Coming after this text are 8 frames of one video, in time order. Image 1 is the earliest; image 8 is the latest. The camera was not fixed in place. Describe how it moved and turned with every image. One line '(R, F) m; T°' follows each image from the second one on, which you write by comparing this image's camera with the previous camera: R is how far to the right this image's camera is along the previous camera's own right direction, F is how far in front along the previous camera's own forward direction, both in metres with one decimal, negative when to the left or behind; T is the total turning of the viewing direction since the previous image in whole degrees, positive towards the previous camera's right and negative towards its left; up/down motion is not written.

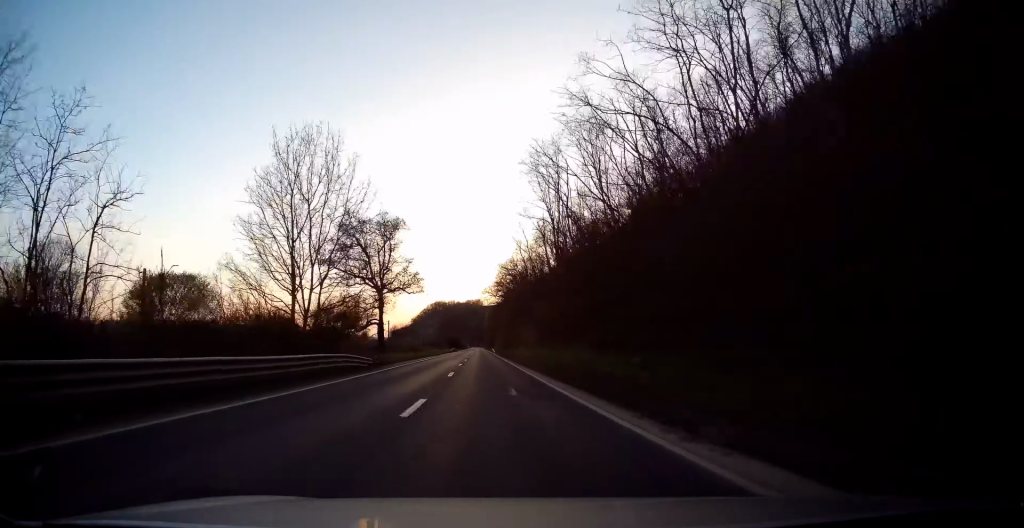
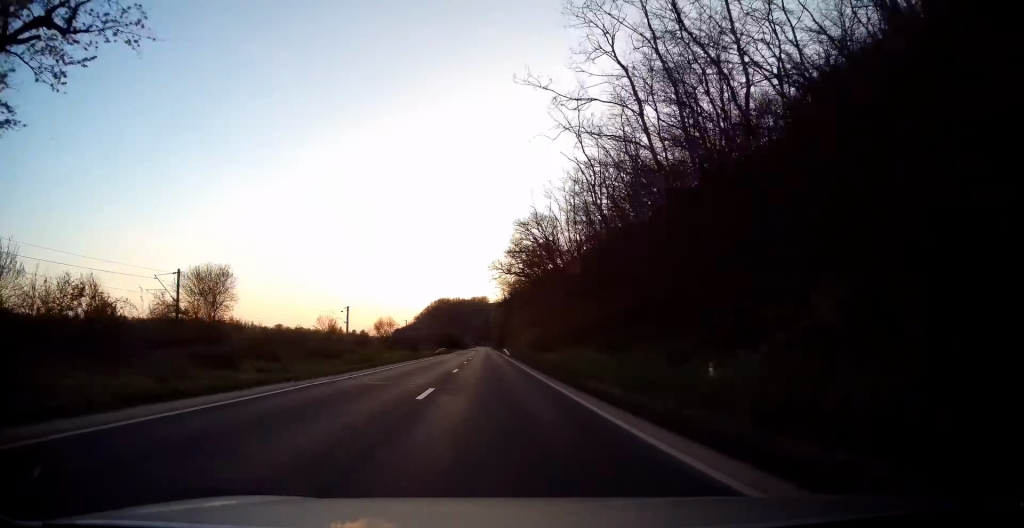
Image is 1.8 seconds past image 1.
(0.0, +46.9) m; 0°
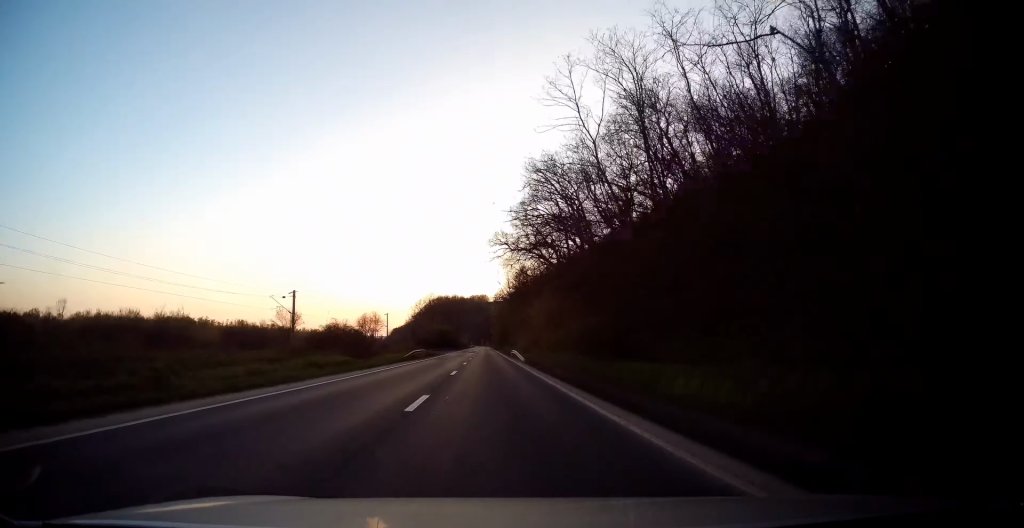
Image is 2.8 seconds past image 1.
(0.0, +26.4) m; 0°
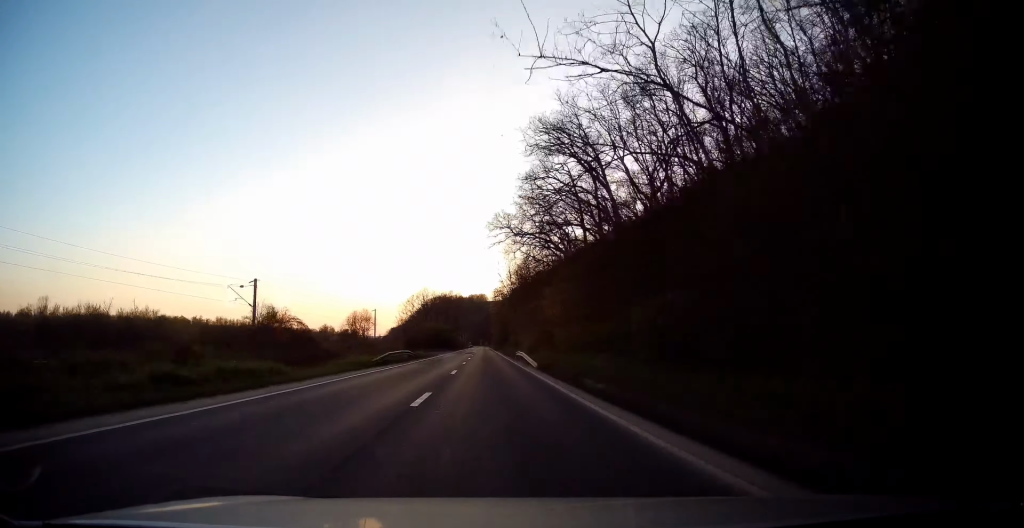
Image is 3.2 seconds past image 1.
(0.0, +11.4) m; 0°
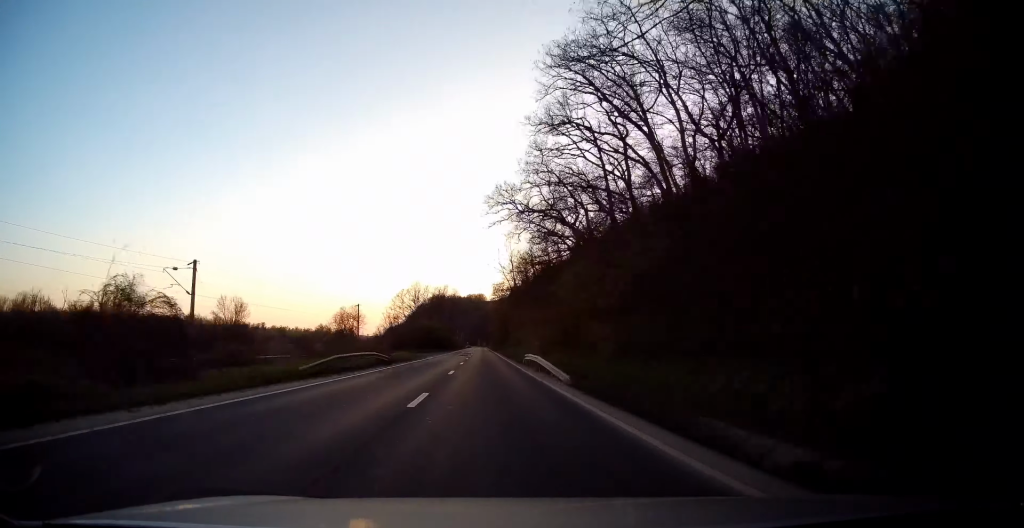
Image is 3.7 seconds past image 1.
(0.0, +12.3) m; 0°
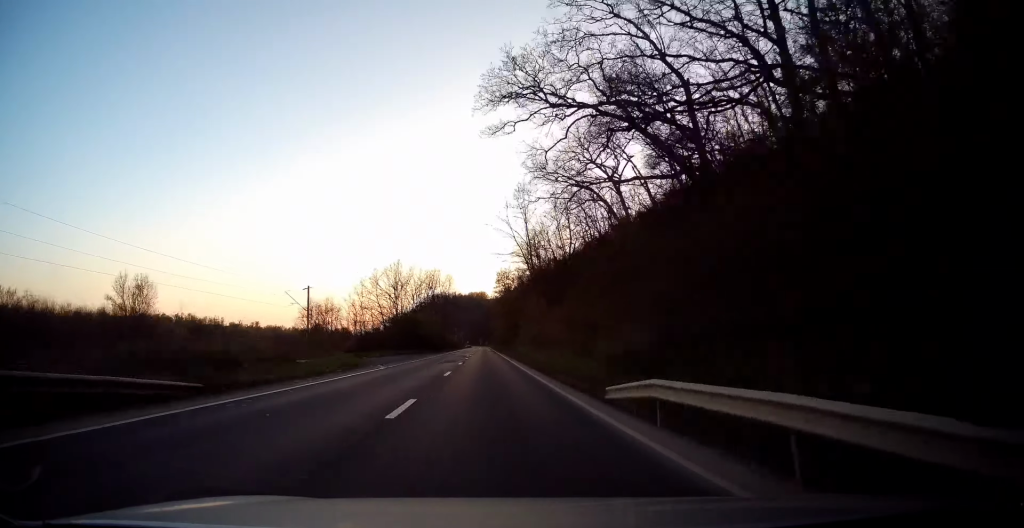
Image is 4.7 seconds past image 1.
(0.0, +26.4) m; 0°
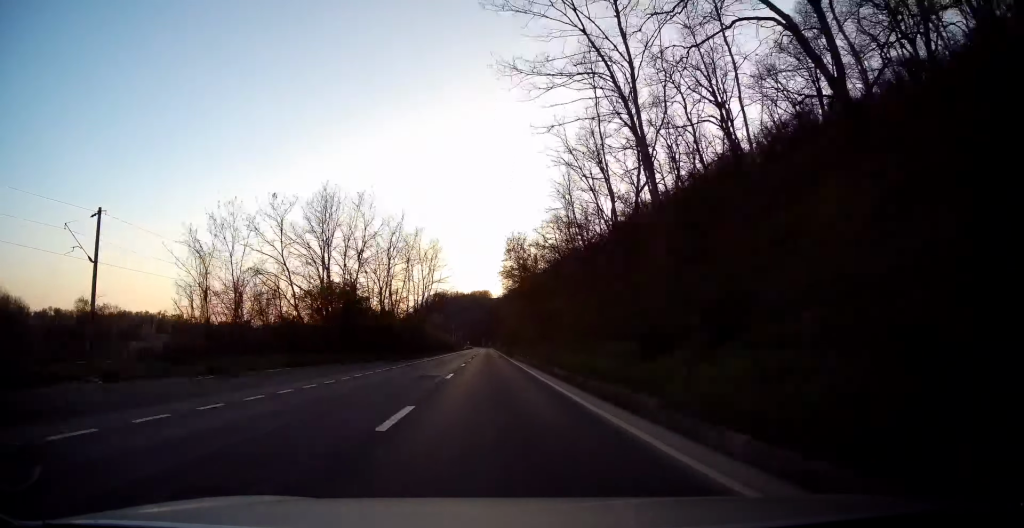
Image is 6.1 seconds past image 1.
(0.0, +37.8) m; 0°
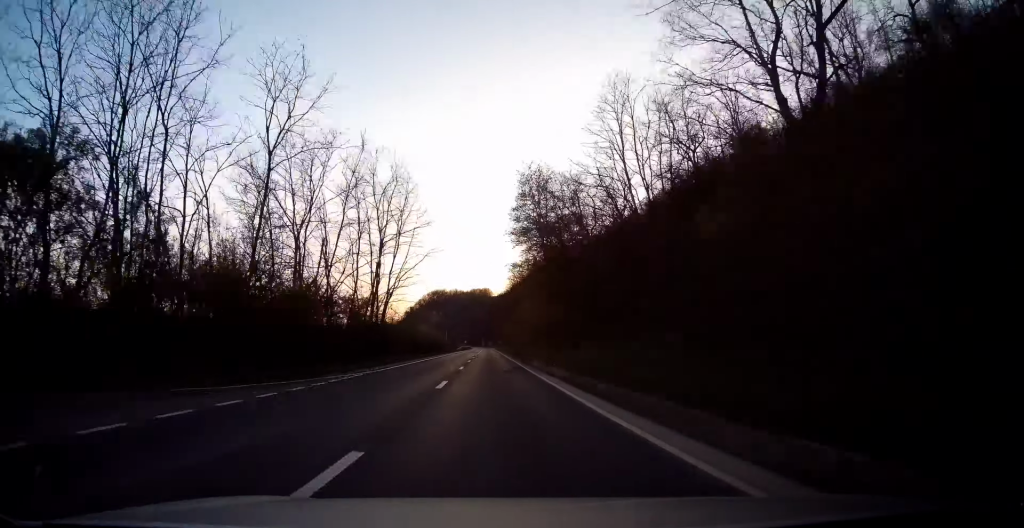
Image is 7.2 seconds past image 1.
(-0.2, +29.0) m; -1°
